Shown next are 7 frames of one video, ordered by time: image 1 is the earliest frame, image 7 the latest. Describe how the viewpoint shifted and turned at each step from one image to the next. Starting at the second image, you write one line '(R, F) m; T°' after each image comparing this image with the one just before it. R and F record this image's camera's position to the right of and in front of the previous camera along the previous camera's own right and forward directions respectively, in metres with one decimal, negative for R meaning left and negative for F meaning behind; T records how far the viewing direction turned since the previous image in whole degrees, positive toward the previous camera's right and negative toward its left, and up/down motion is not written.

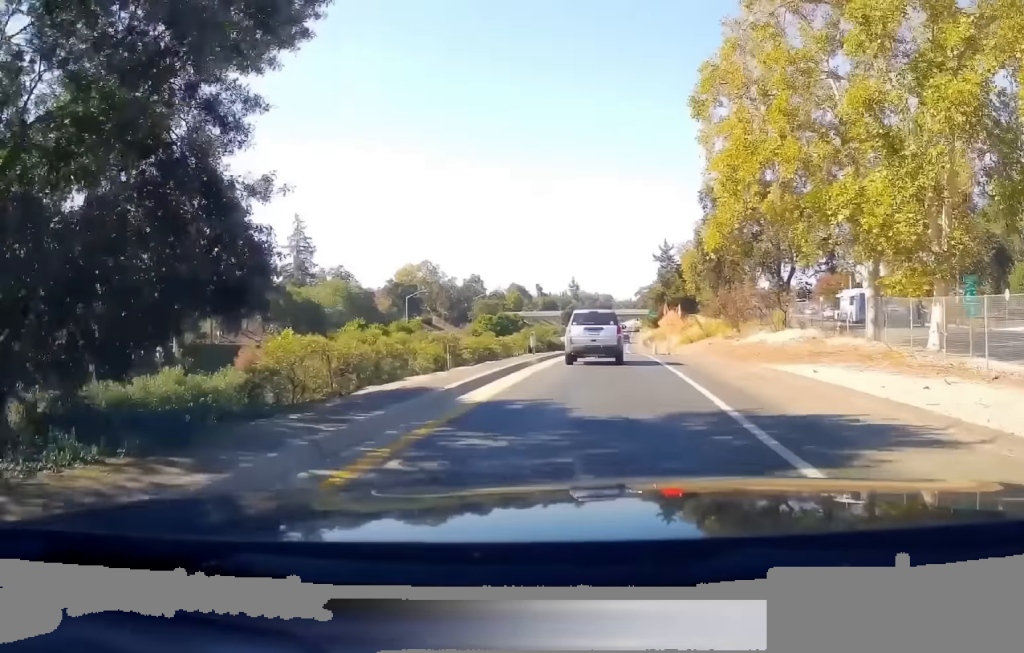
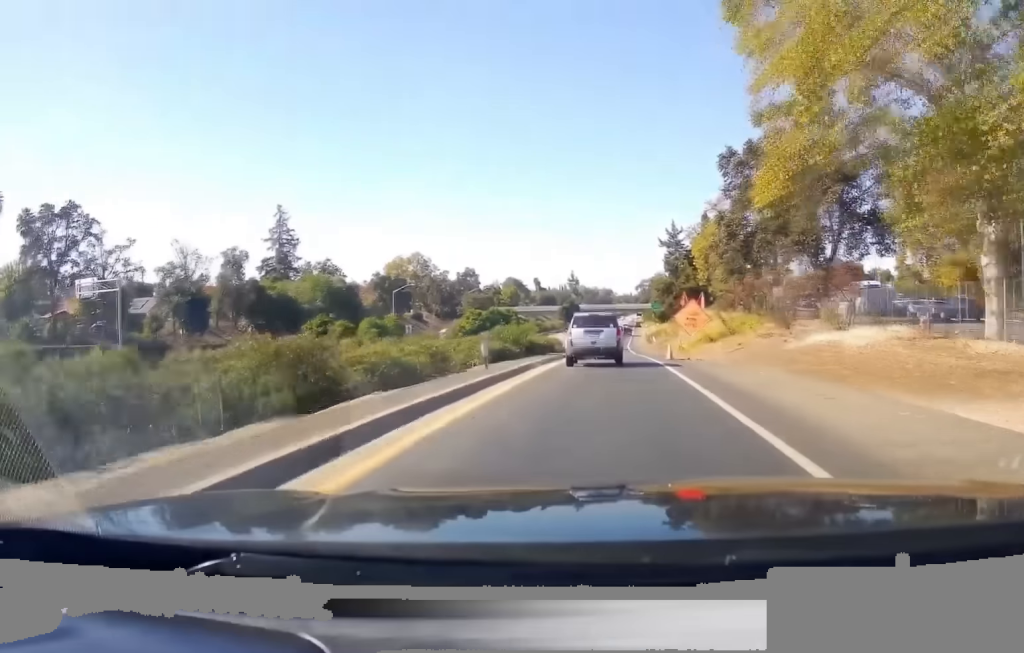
(0.0, +11.4) m; 0°
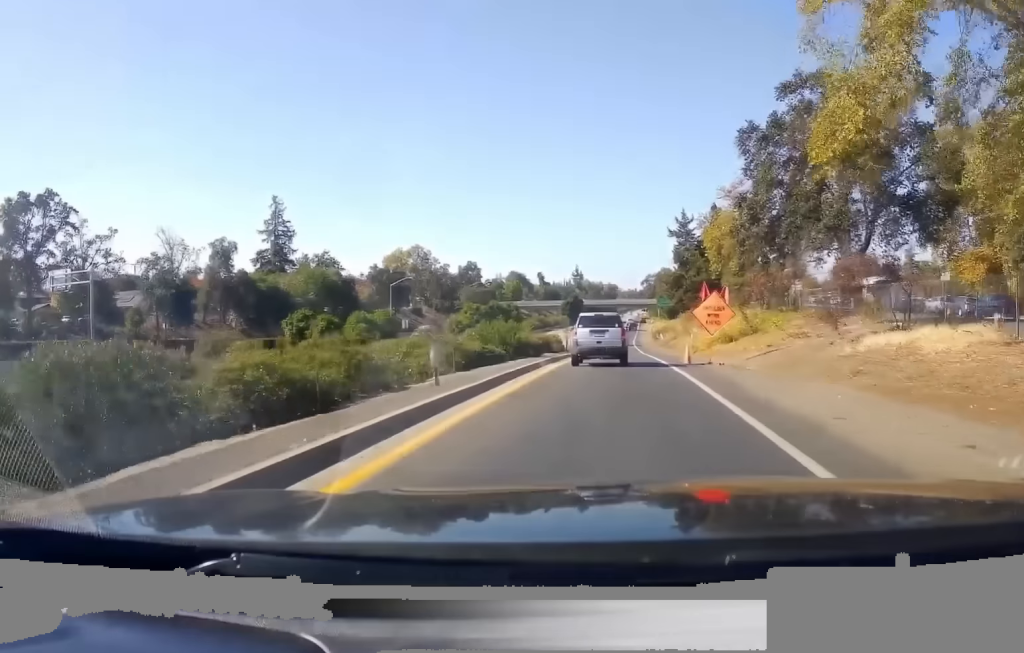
(0.0, +6.4) m; -1°
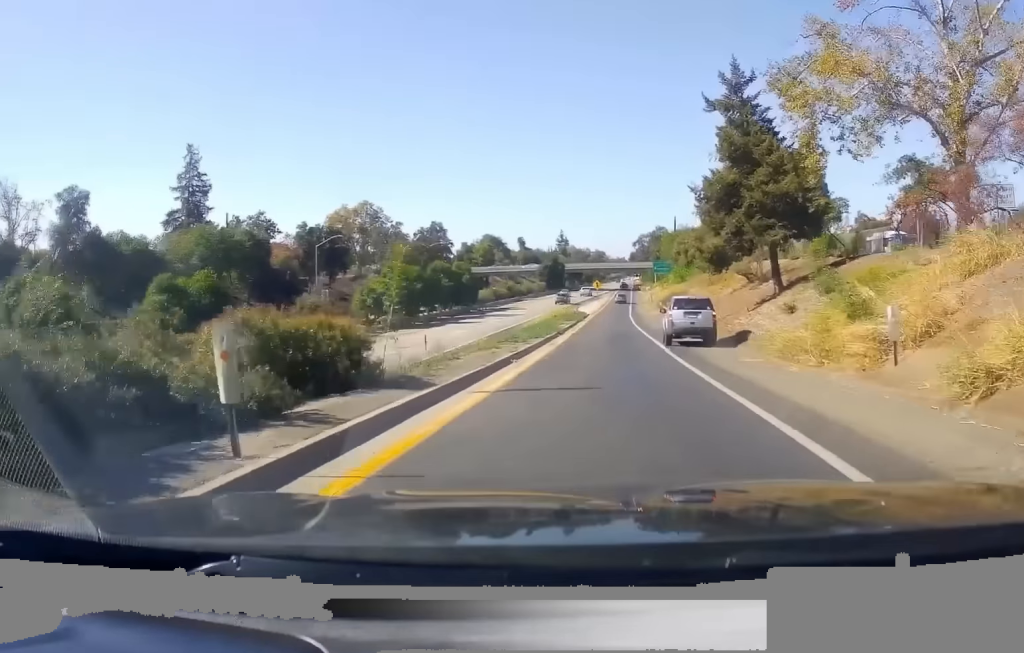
(-0.4, +37.5) m; -1°
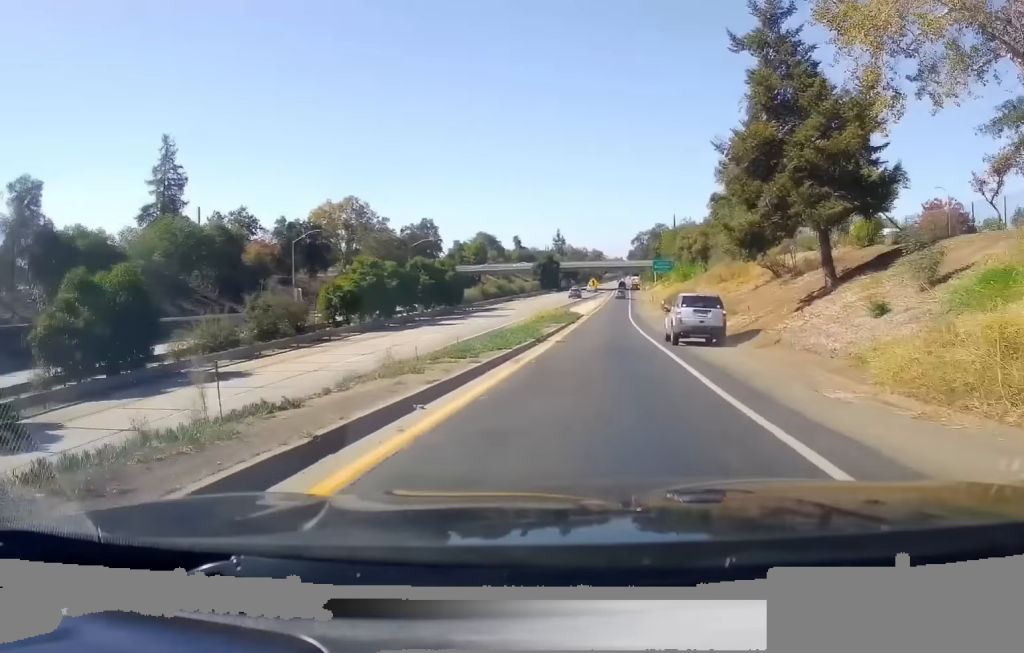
(0.0, +11.2) m; 0°
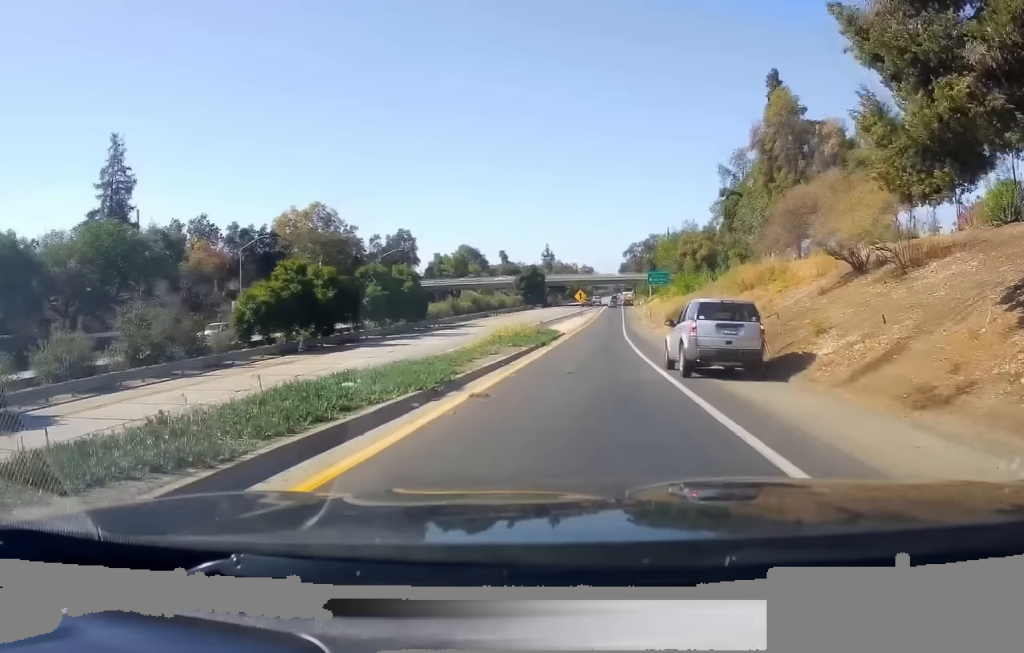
(-0.2, +18.6) m; +1°
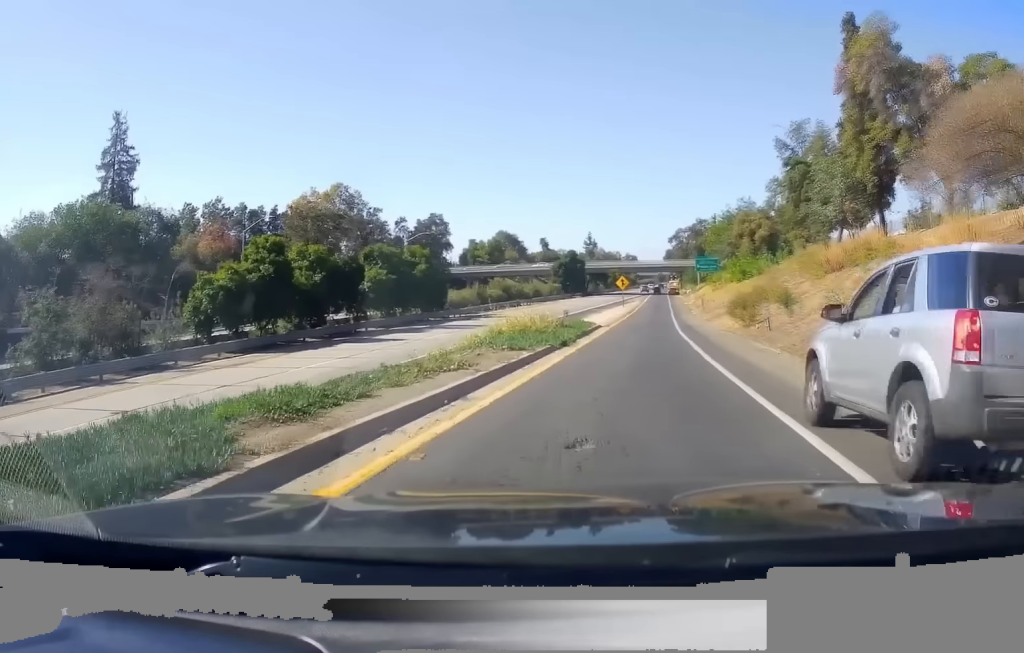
(+0.5, +14.4) m; -1°
